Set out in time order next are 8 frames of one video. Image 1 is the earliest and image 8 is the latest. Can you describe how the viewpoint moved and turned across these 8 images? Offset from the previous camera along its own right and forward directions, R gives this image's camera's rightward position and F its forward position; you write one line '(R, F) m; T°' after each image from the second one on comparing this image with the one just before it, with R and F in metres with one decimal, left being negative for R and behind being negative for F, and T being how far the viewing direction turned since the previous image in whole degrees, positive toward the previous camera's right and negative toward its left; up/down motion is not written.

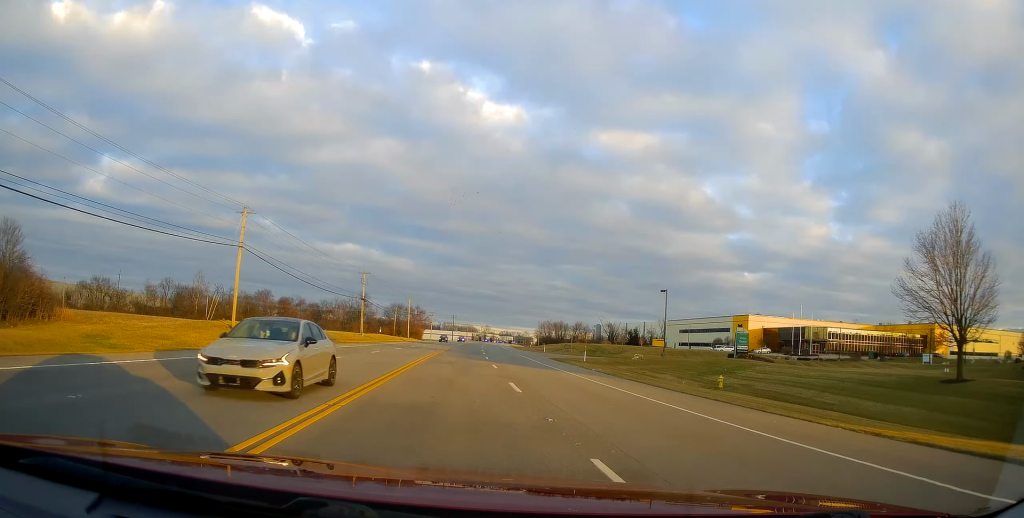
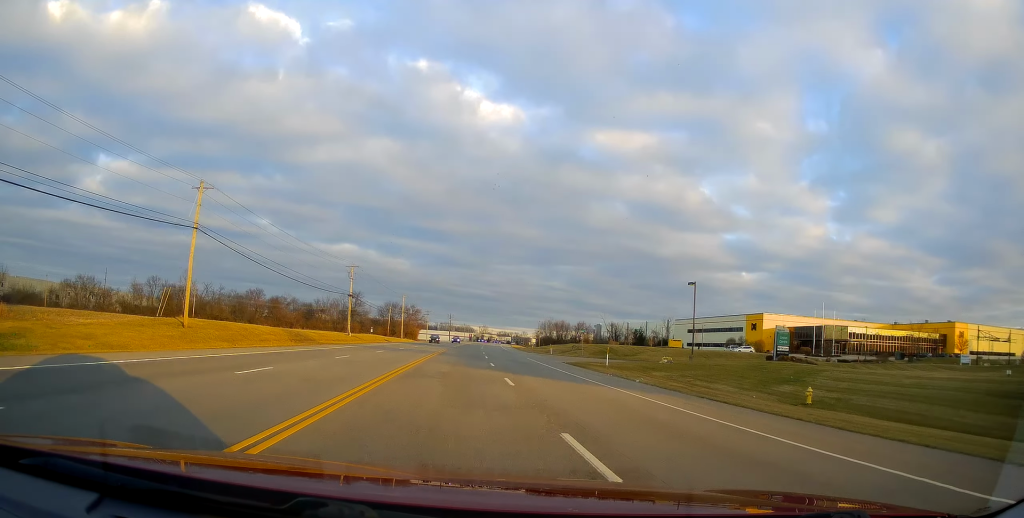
(0.0, +9.9) m; -1°
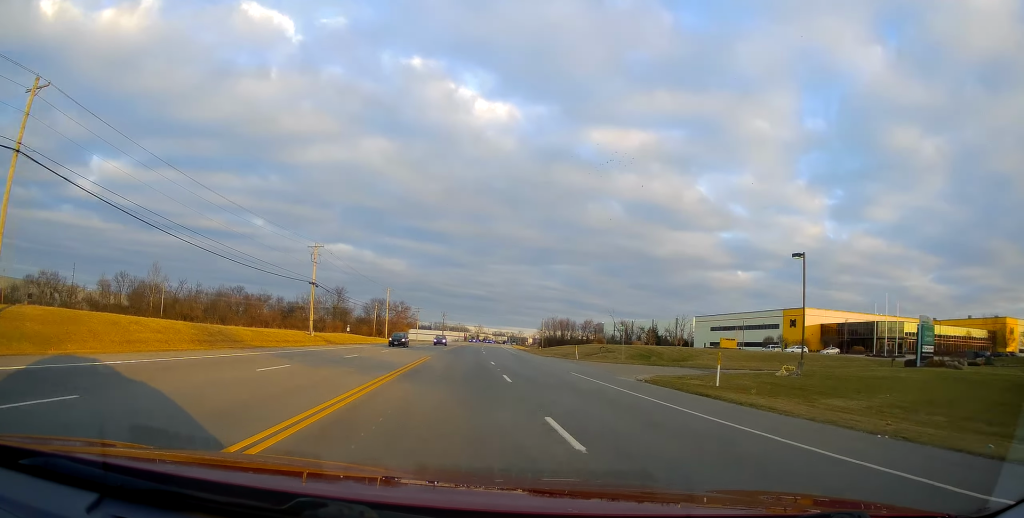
(-0.2, +22.3) m; 0°
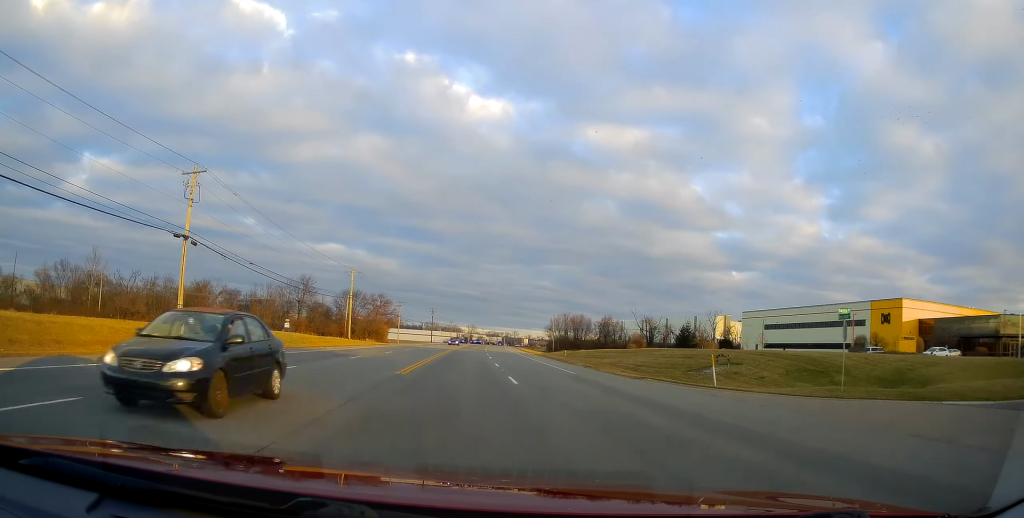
(+0.5, +36.0) m; +2°
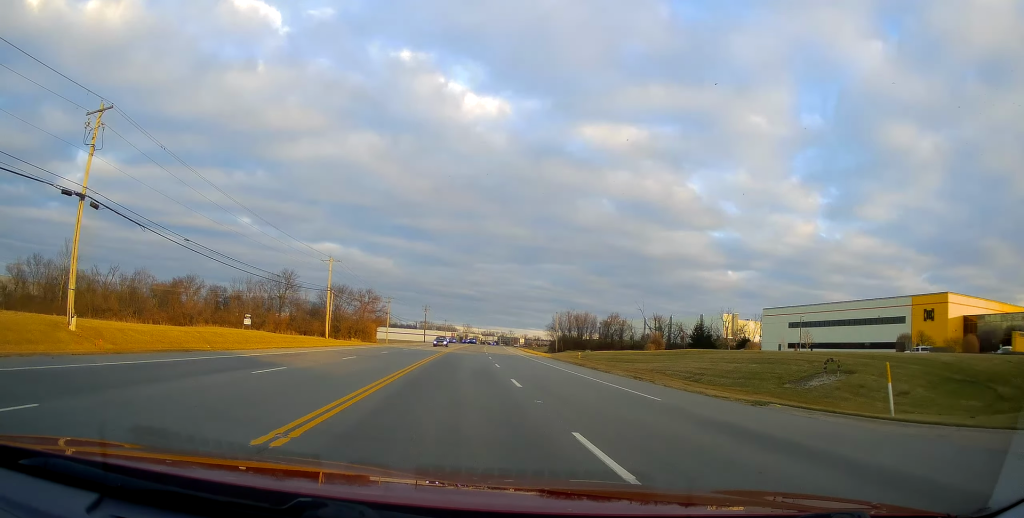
(+0.2, +13.1) m; +1°
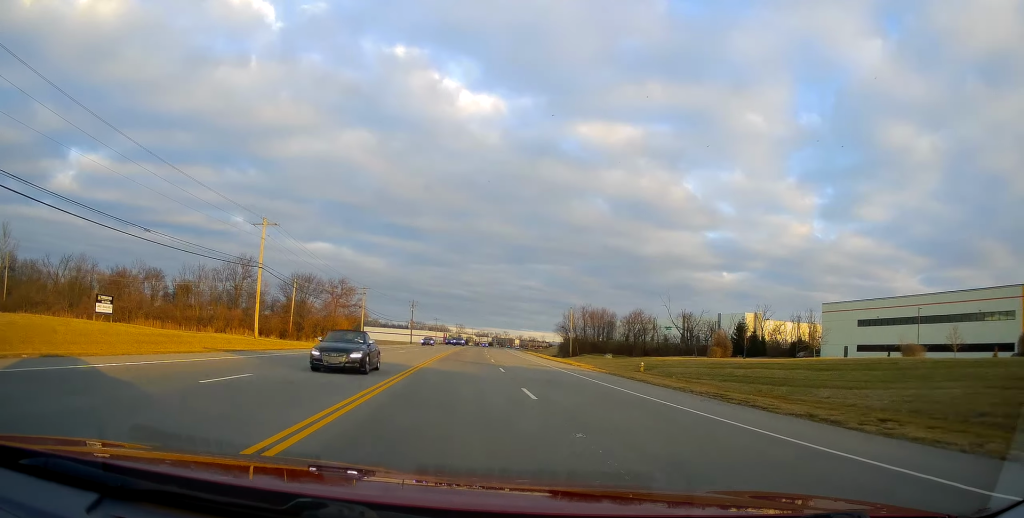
(+0.1, +26.9) m; -1°
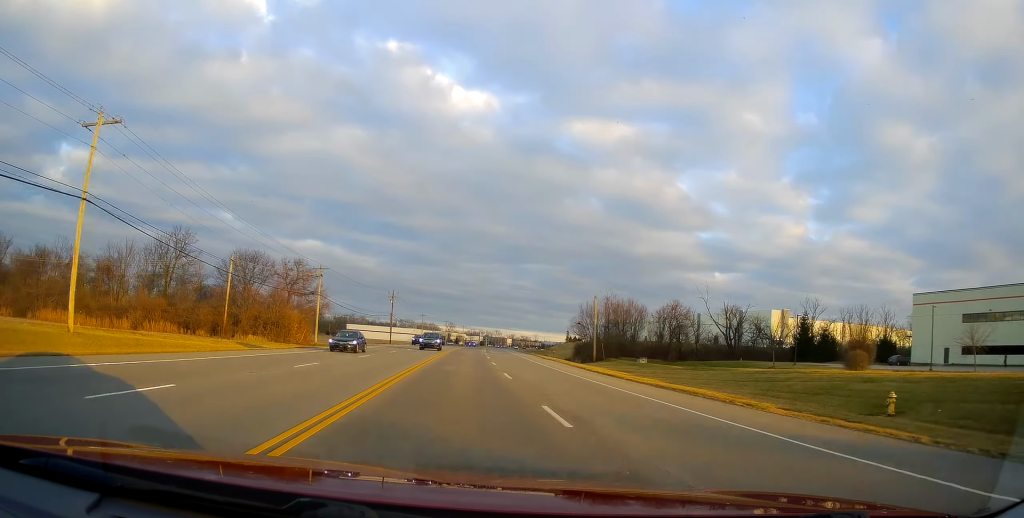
(-0.4, +28.5) m; +1°
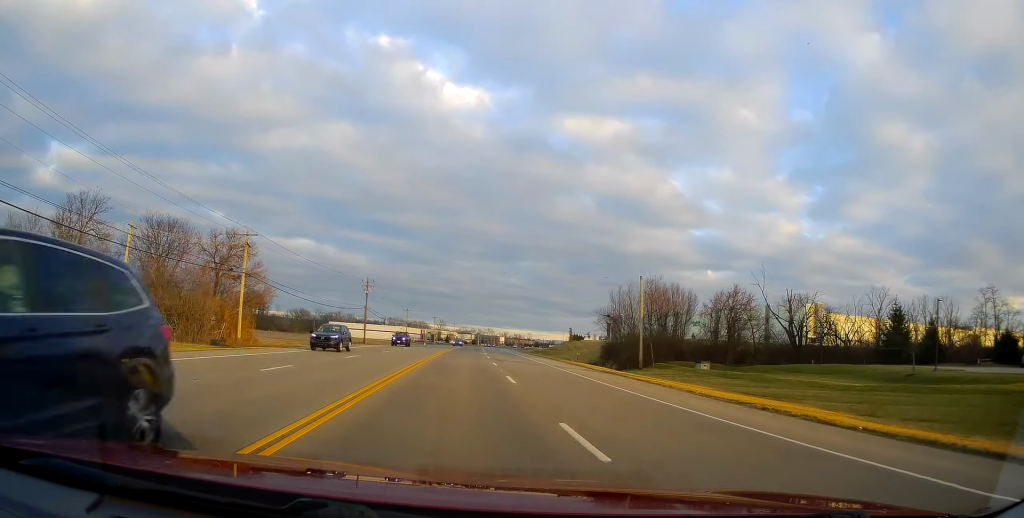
(+1.0, +27.0) m; +2°
